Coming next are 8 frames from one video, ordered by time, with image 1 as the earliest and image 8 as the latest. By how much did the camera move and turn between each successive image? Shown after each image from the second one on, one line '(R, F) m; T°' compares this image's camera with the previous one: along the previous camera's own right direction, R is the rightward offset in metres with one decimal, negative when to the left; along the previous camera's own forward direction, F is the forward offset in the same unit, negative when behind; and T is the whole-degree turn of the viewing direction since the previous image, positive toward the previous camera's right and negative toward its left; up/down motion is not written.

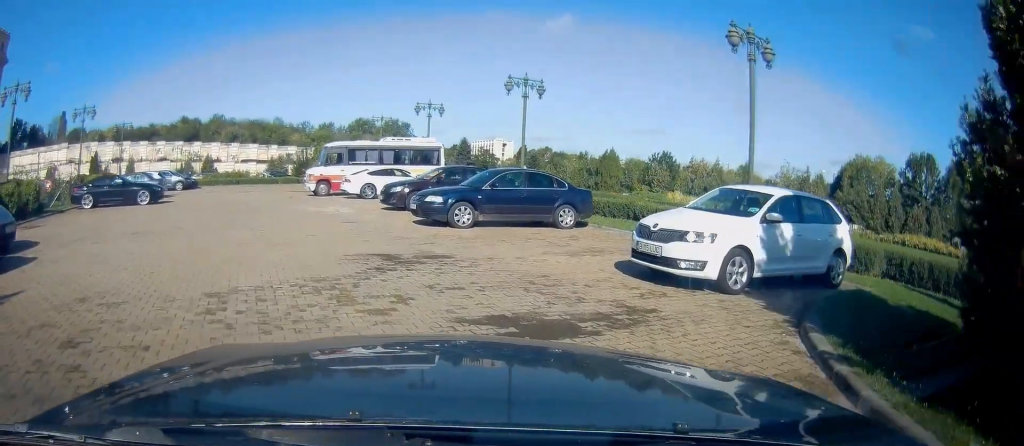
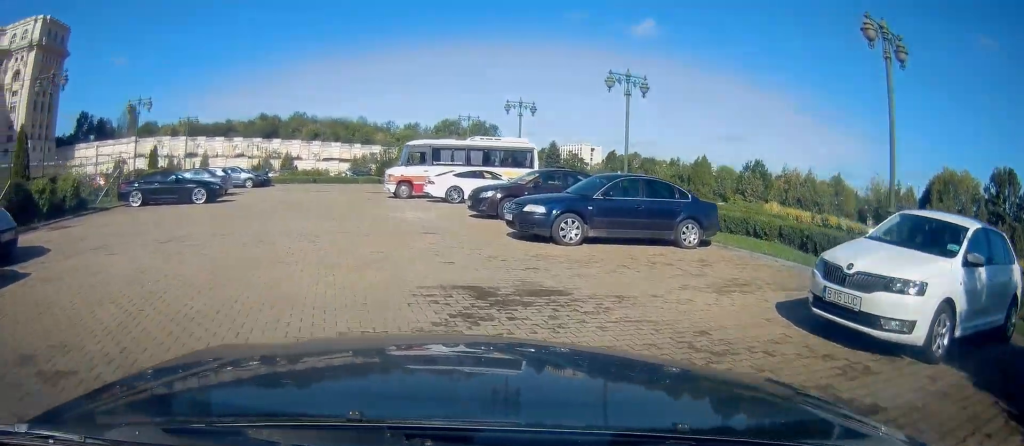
(0.0, +2.6) m; 0°
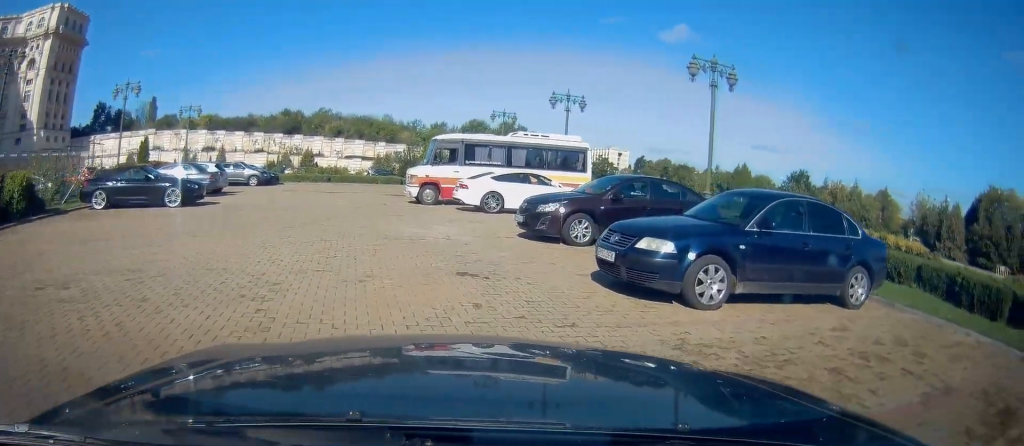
(0.0, +5.2) m; +4°
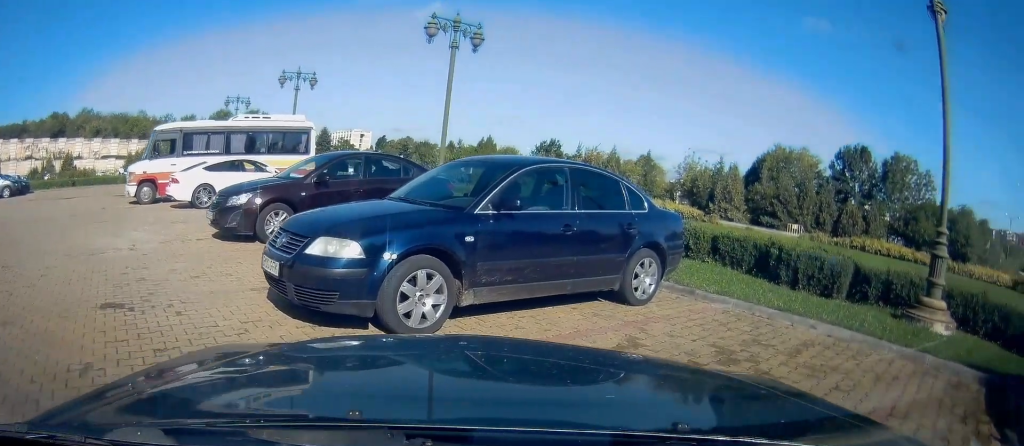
(+0.1, +2.1) m; +27°
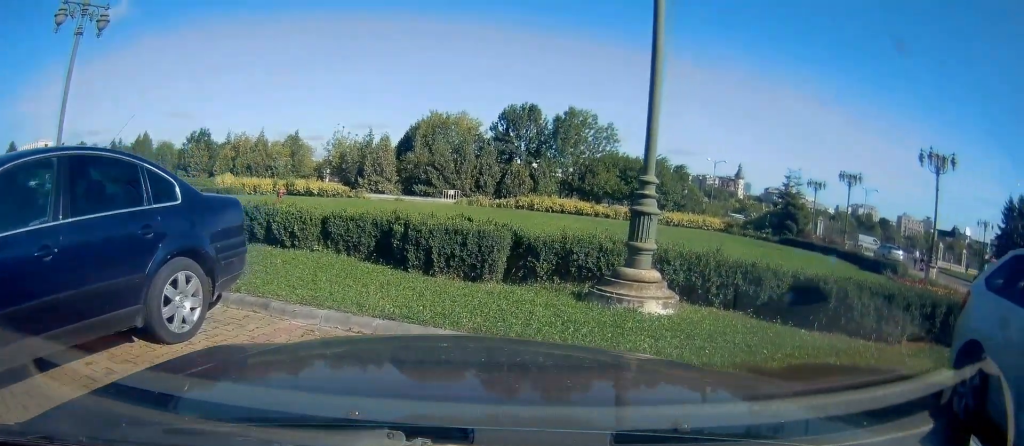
(+1.1, +2.1) m; +41°
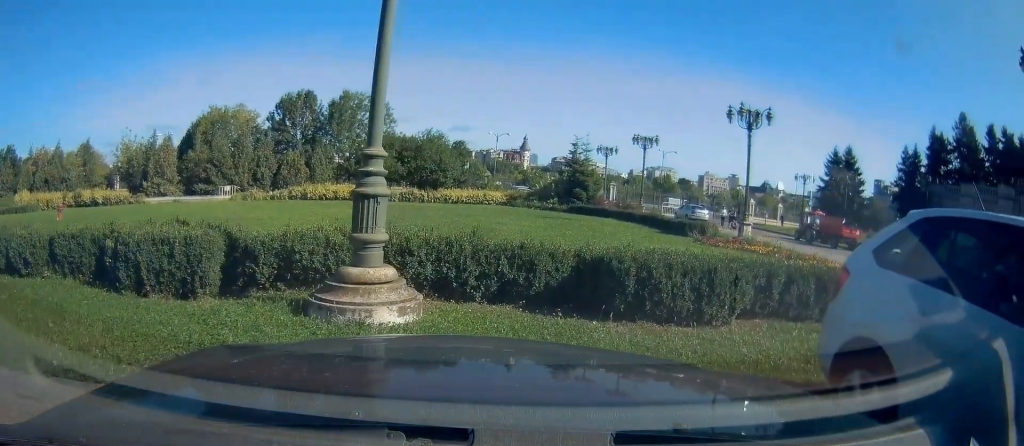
(+0.3, +1.5) m; +11°
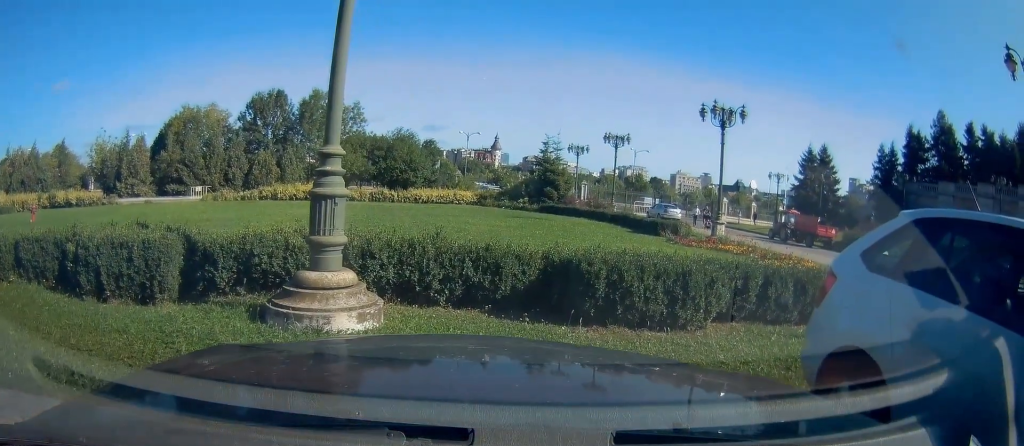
(+0.1, +0.5) m; 0°
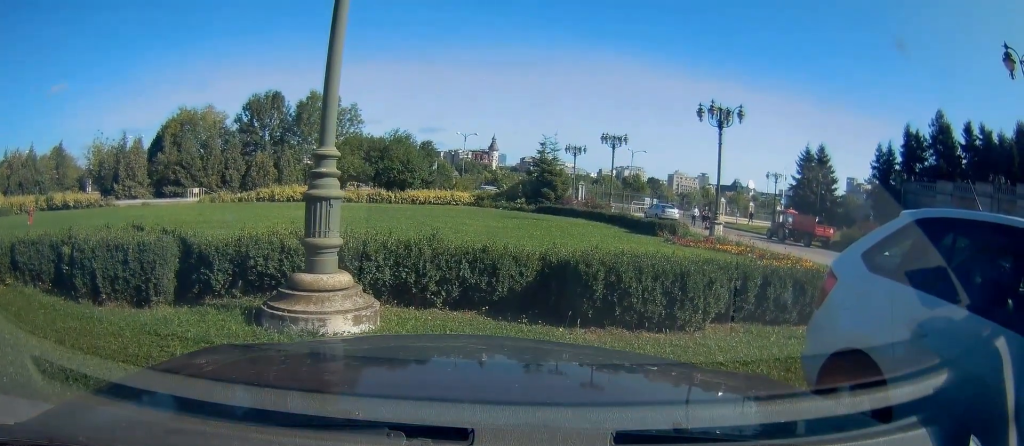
(0.0, +0.1) m; 0°
